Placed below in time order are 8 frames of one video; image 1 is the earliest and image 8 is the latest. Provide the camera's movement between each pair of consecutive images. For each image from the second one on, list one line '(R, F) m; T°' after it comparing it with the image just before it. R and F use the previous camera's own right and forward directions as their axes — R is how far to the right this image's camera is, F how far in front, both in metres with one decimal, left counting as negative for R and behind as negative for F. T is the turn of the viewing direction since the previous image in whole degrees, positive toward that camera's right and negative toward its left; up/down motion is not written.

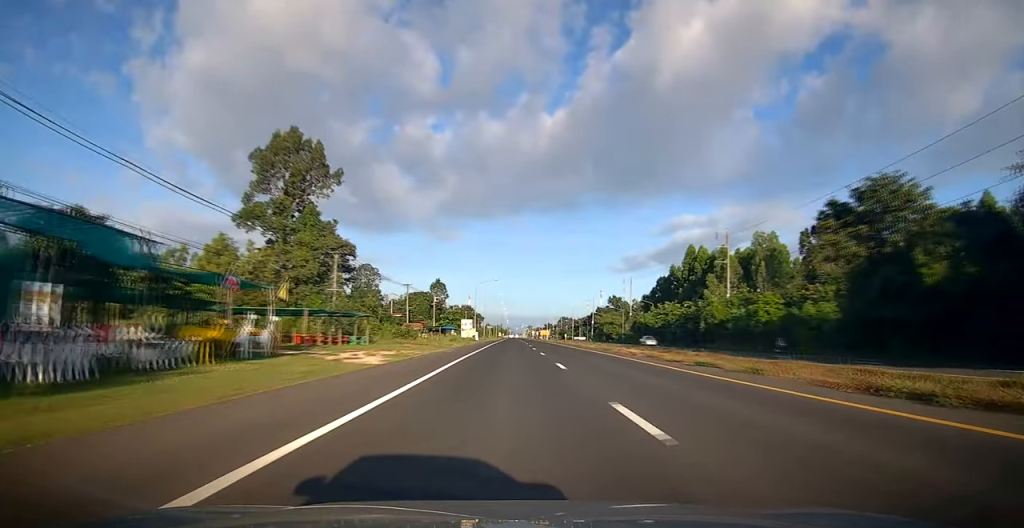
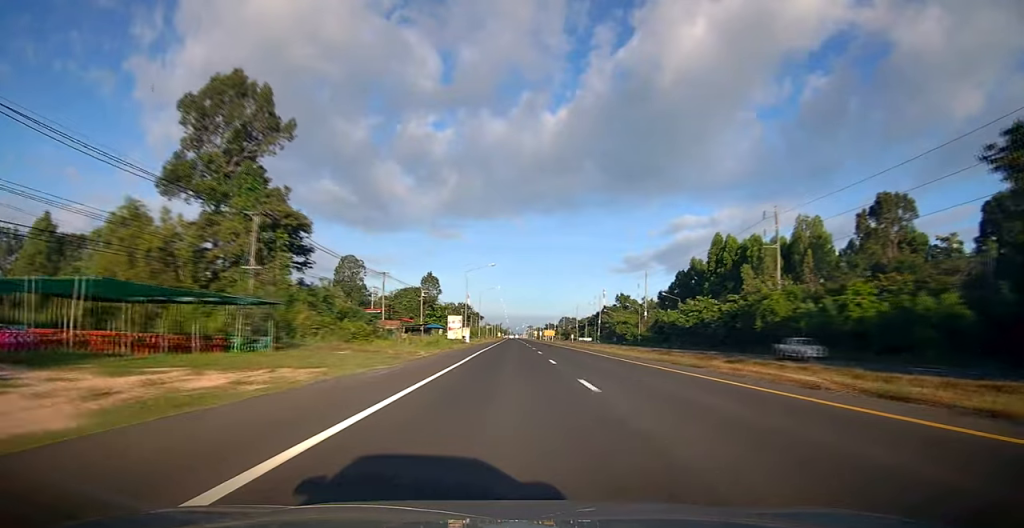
(-0.1, +18.4) m; -1°
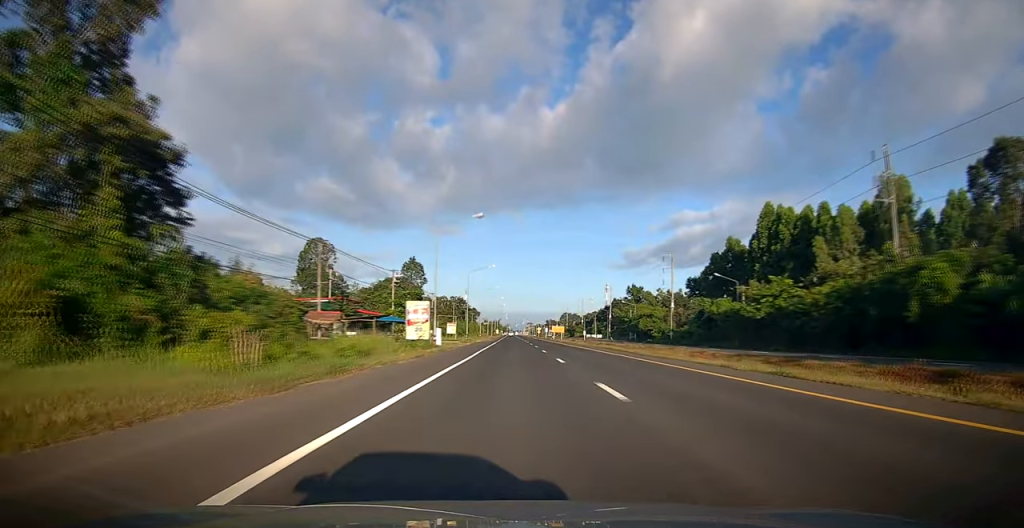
(-0.4, +26.0) m; 0°
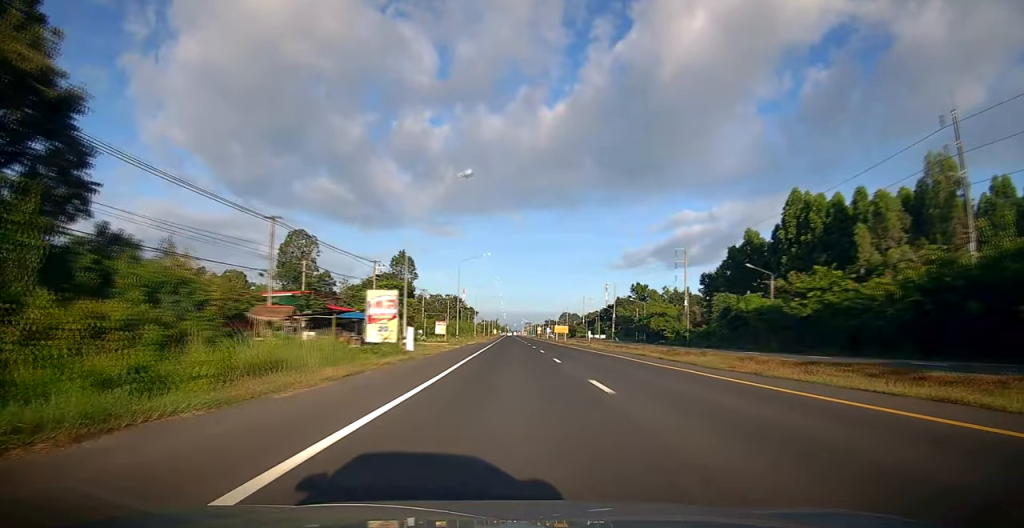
(+0.1, +10.6) m; +1°
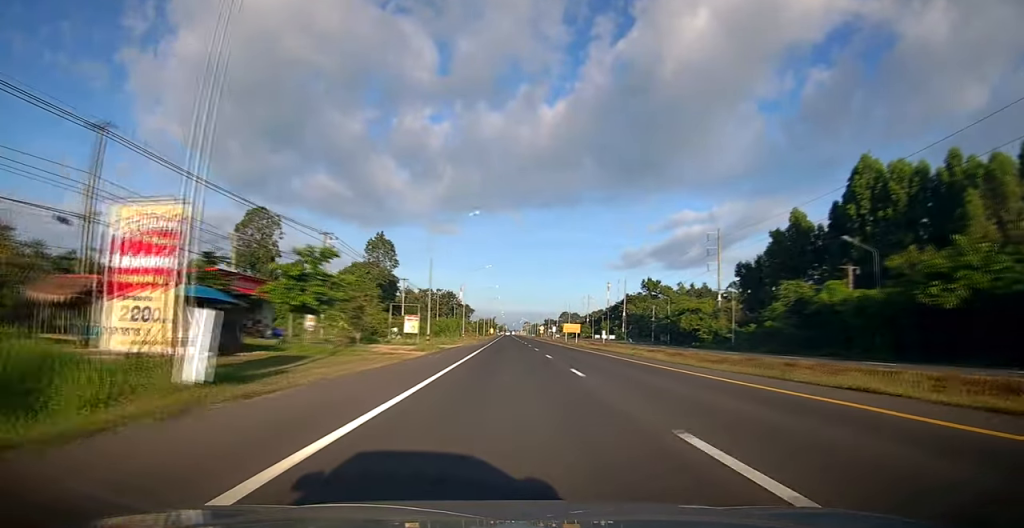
(+0.3, +19.6) m; 0°
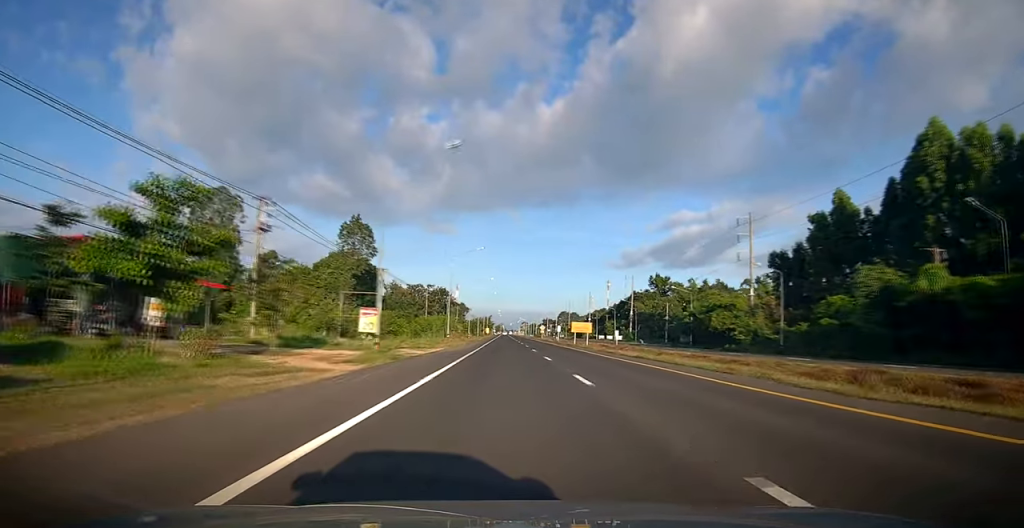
(-0.1, +14.3) m; 0°
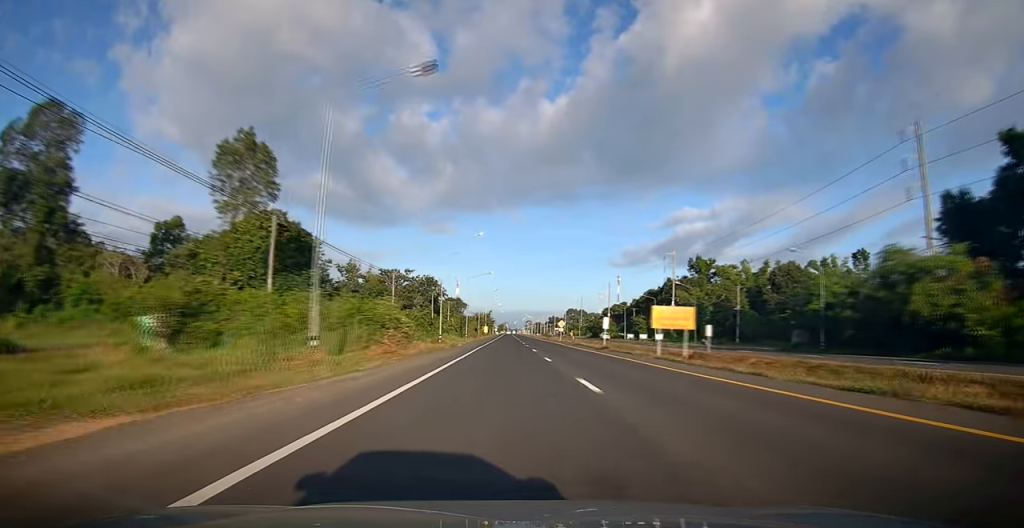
(0.0, +38.2) m; 0°
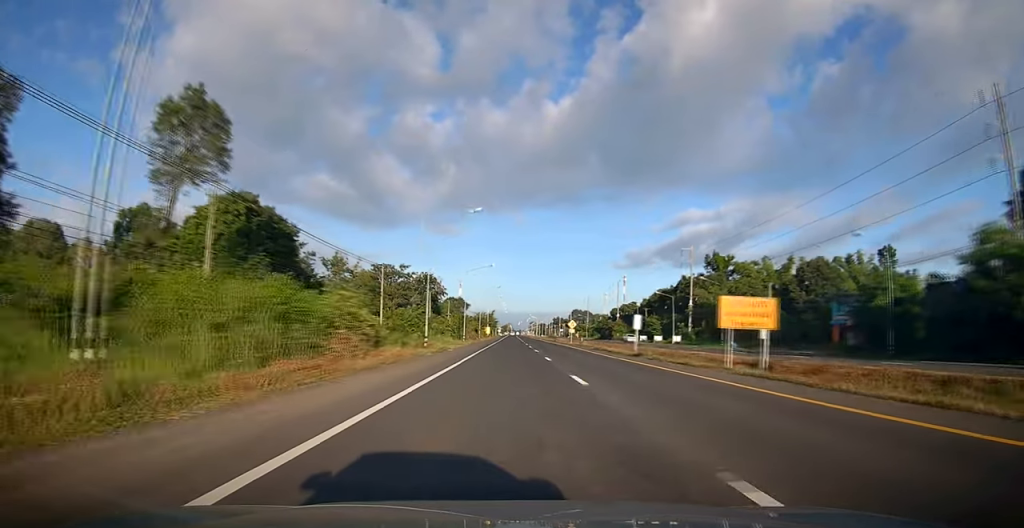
(-0.3, +9.8) m; 0°
